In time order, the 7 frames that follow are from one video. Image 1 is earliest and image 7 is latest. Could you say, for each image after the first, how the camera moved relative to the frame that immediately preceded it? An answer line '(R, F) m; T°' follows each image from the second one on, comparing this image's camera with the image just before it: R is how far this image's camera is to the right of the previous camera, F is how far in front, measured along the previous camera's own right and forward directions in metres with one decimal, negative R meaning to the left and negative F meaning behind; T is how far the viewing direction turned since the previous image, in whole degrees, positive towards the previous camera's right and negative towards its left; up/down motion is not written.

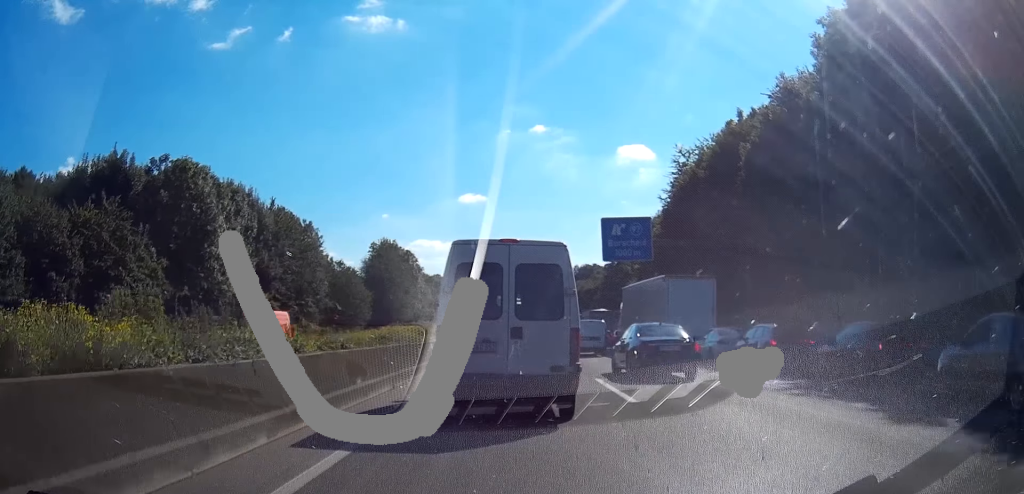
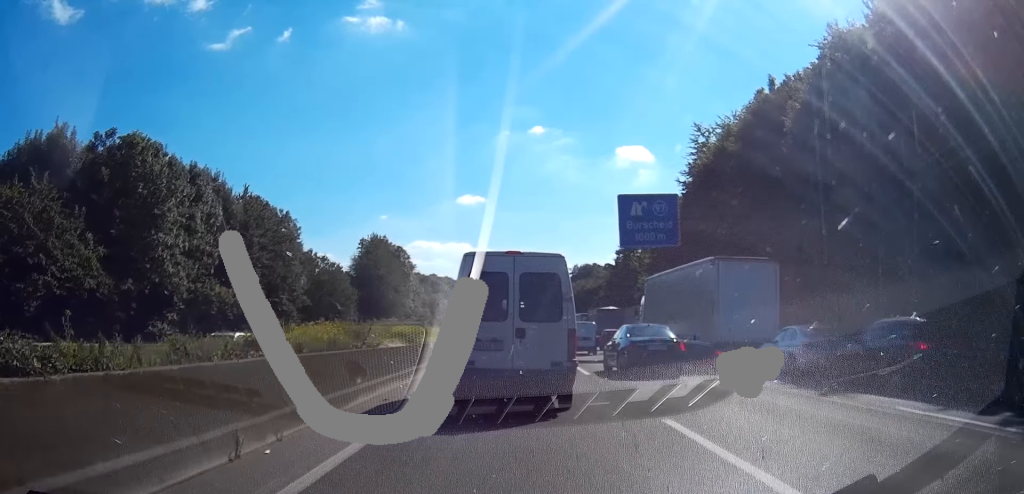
(+0.6, +9.4) m; +3°
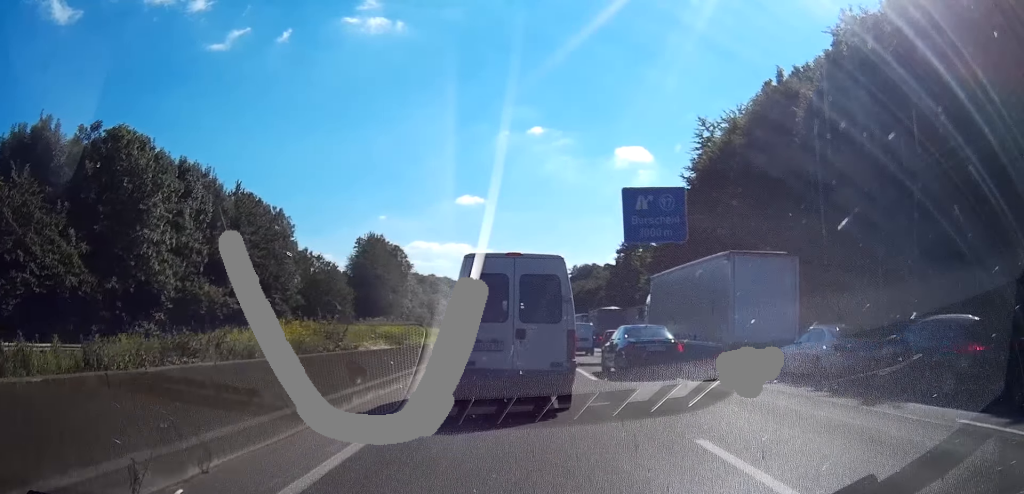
(0.0, +2.2) m; -3°
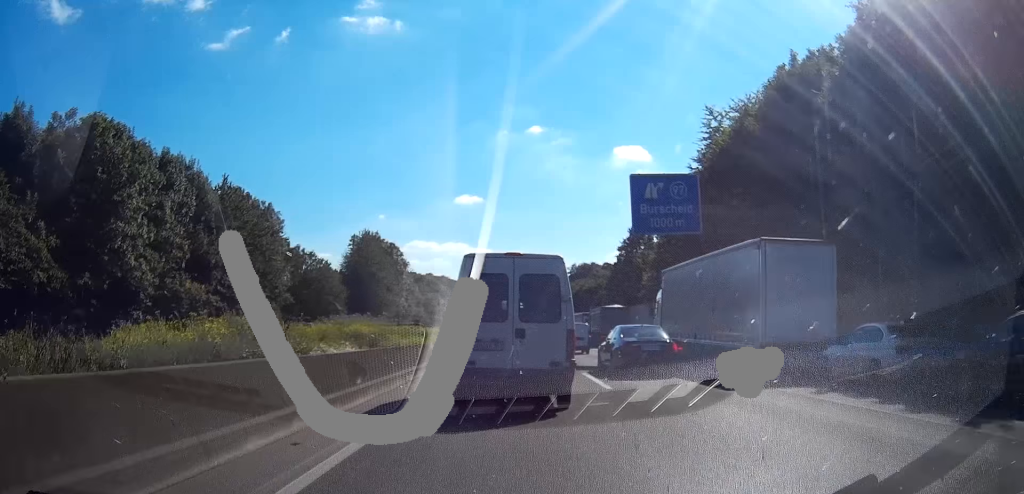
(0.0, +3.4) m; -4°
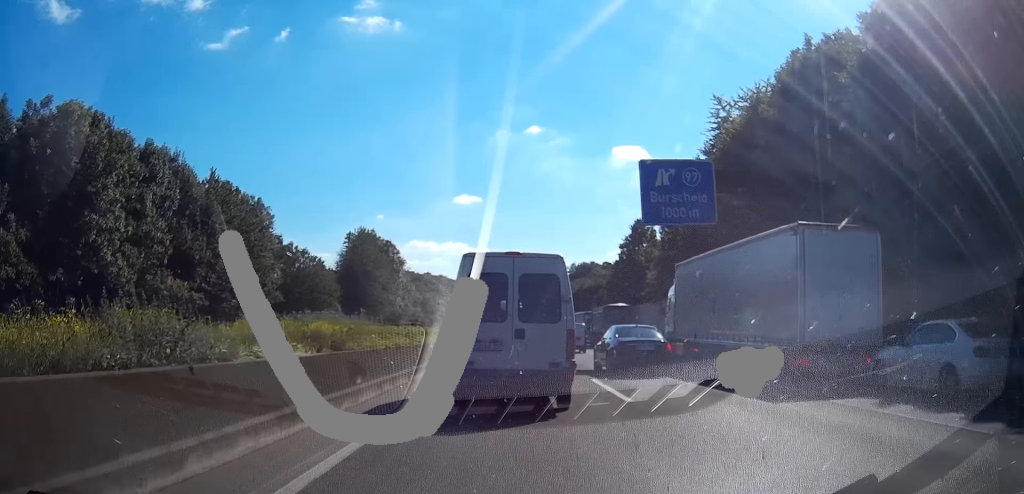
(-0.2, +3.2) m; -3°
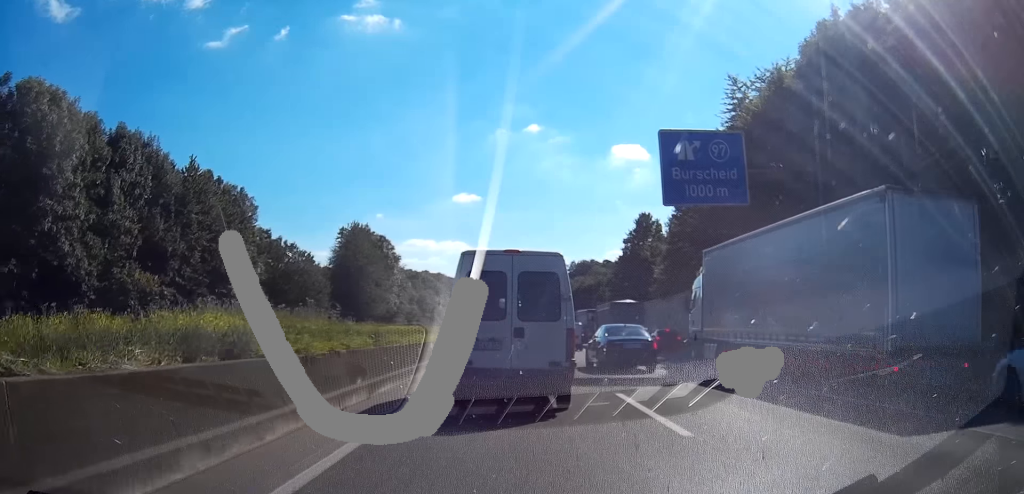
(-0.1, +5.0) m; -1°
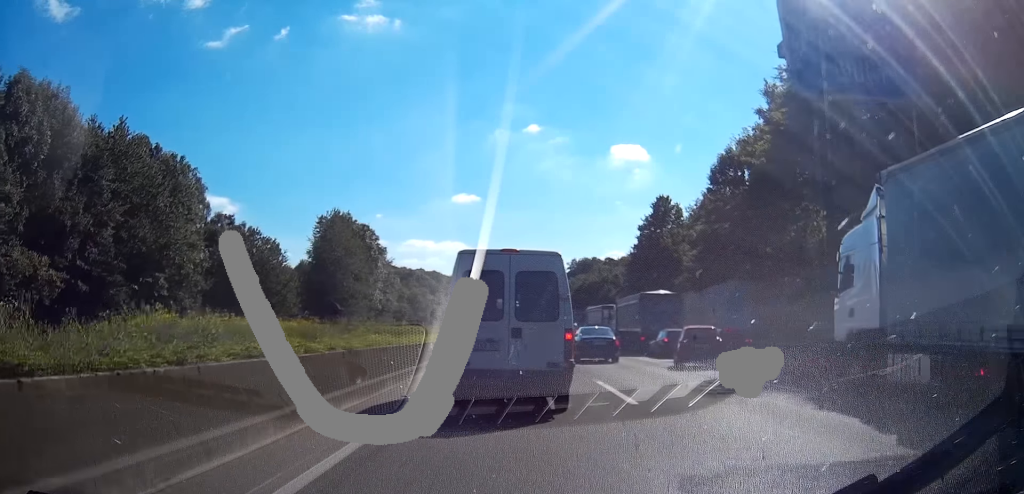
(+0.7, +13.9) m; +7°
